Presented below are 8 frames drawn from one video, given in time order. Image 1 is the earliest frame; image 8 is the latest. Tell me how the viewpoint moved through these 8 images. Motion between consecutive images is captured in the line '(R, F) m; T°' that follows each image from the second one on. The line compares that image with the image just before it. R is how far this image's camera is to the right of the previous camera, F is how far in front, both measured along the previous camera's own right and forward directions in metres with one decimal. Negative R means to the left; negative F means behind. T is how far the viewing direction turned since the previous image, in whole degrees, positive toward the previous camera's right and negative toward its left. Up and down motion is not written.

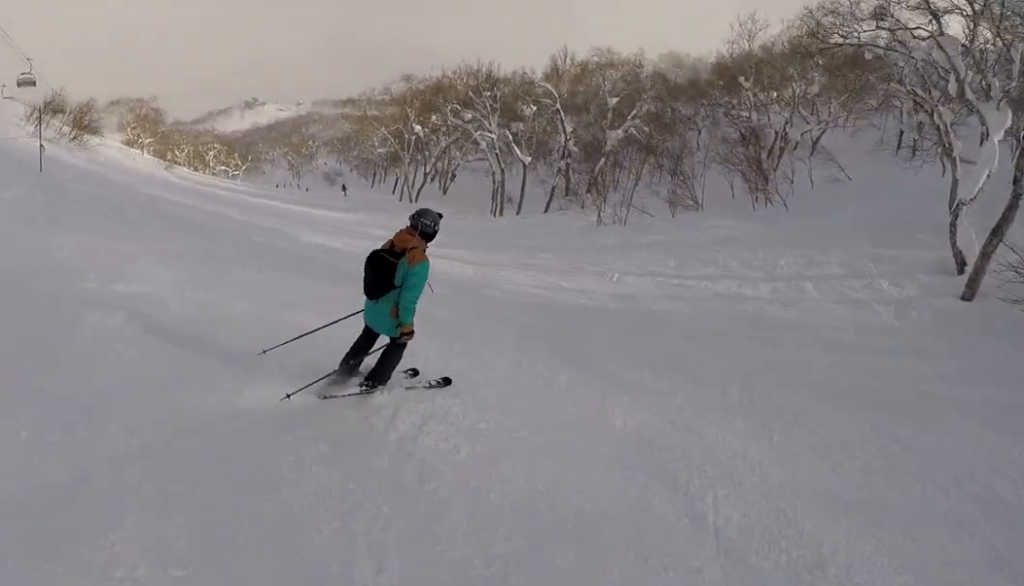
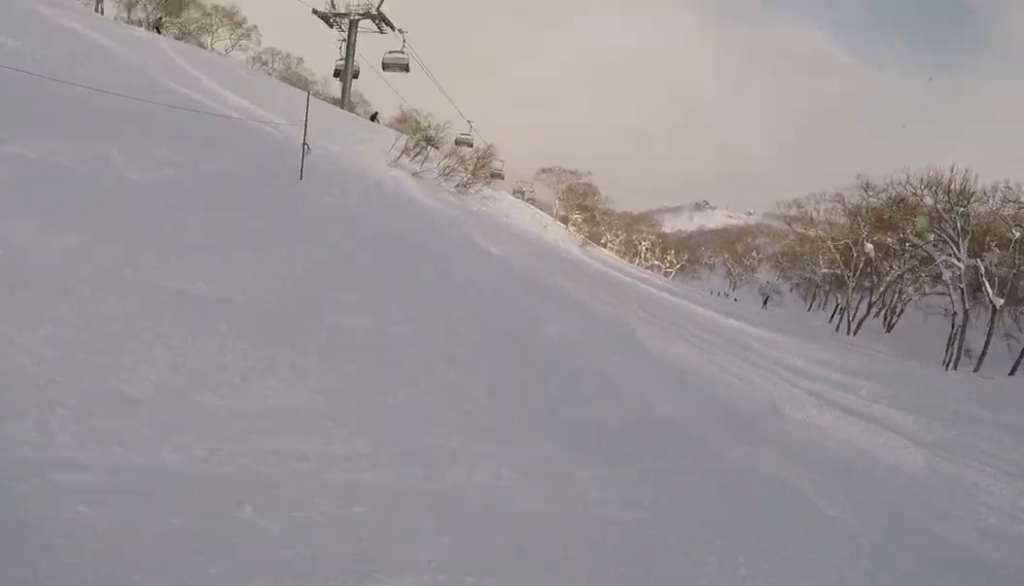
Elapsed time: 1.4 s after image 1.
(-3.4, +6.4) m; -24°
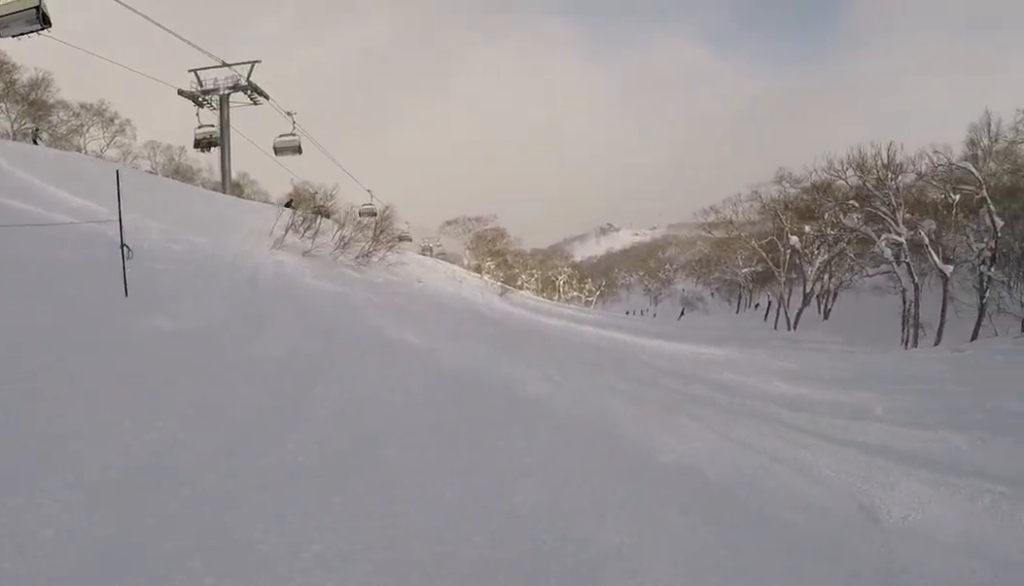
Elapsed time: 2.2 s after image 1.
(+0.2, +4.6) m; +14°
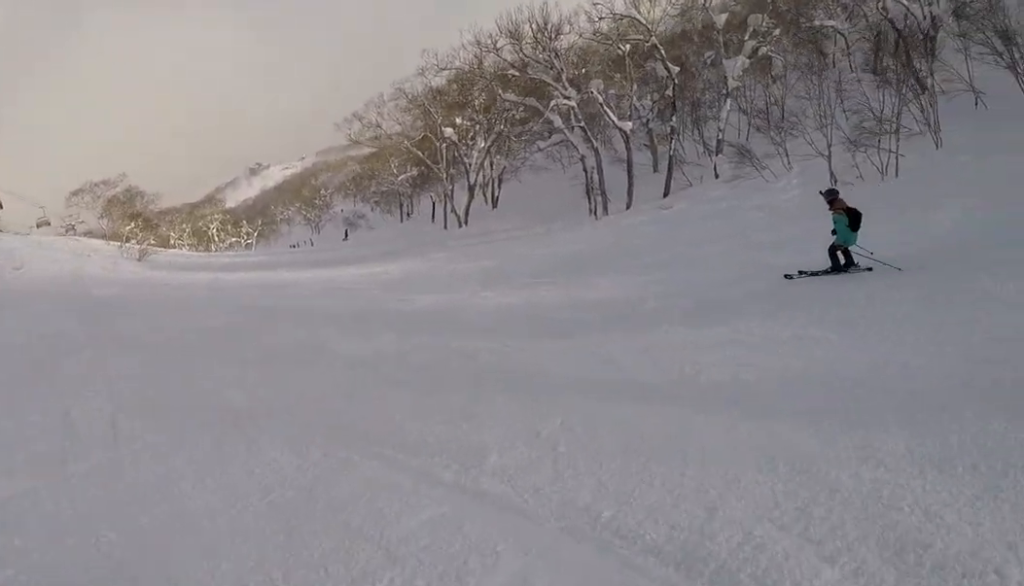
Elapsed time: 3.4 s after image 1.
(+2.0, +6.4) m; +17°
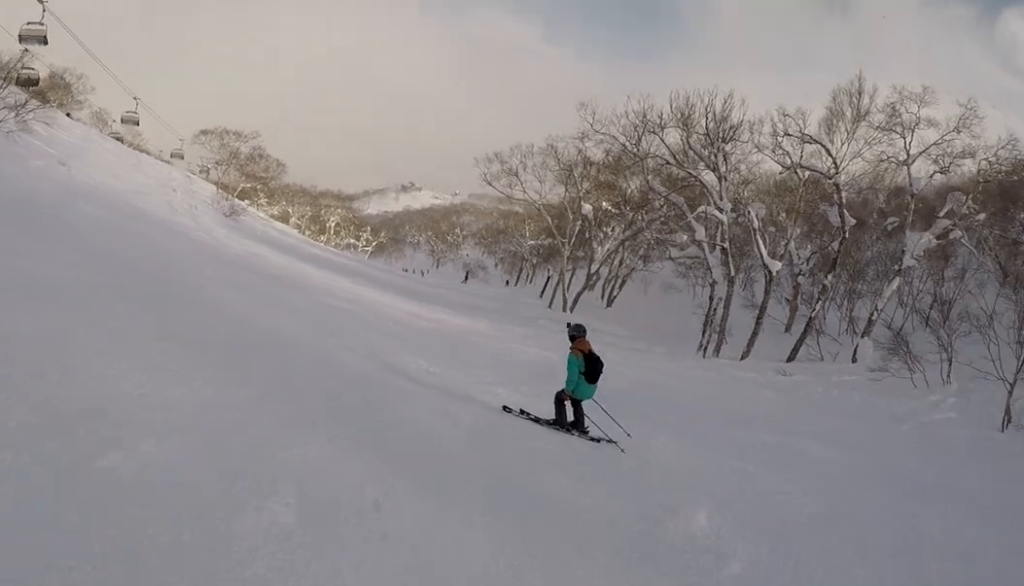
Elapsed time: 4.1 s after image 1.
(+0.7, +3.9) m; -13°
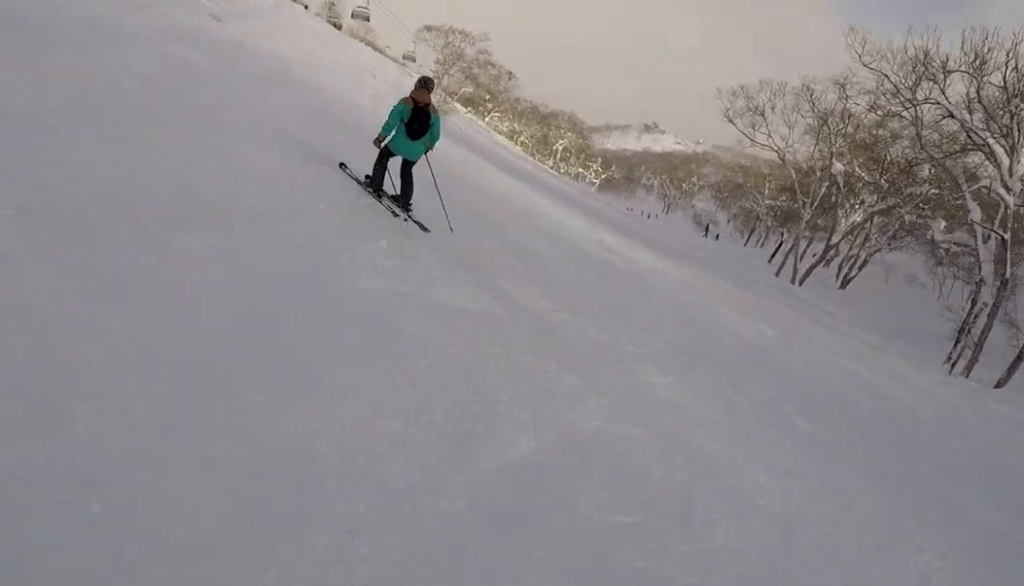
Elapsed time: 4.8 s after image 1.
(-1.8, +3.9) m; -24°
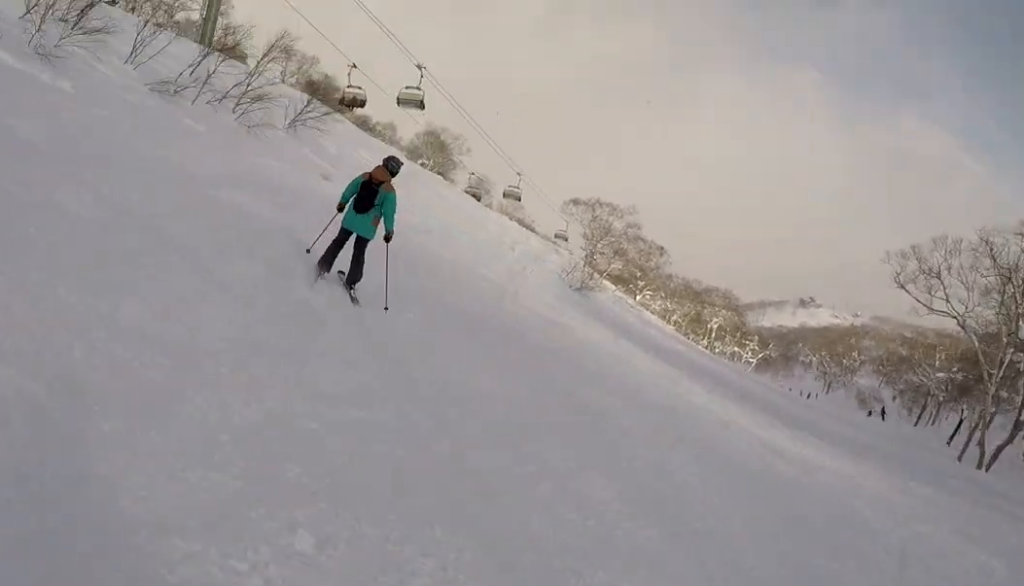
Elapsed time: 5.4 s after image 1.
(-0.3, +3.5) m; -3°
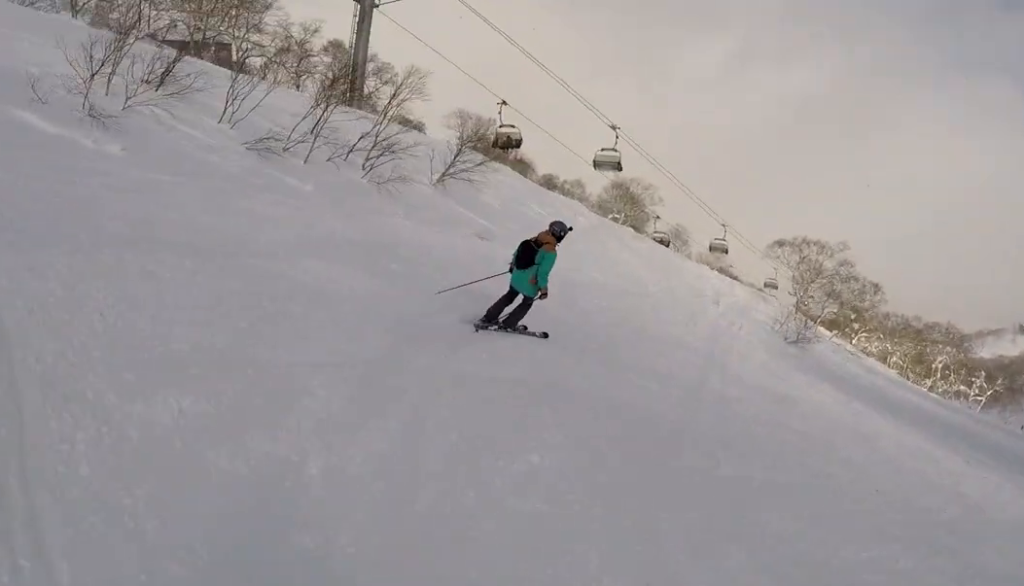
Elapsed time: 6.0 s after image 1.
(-0.1, +4.3) m; +2°
